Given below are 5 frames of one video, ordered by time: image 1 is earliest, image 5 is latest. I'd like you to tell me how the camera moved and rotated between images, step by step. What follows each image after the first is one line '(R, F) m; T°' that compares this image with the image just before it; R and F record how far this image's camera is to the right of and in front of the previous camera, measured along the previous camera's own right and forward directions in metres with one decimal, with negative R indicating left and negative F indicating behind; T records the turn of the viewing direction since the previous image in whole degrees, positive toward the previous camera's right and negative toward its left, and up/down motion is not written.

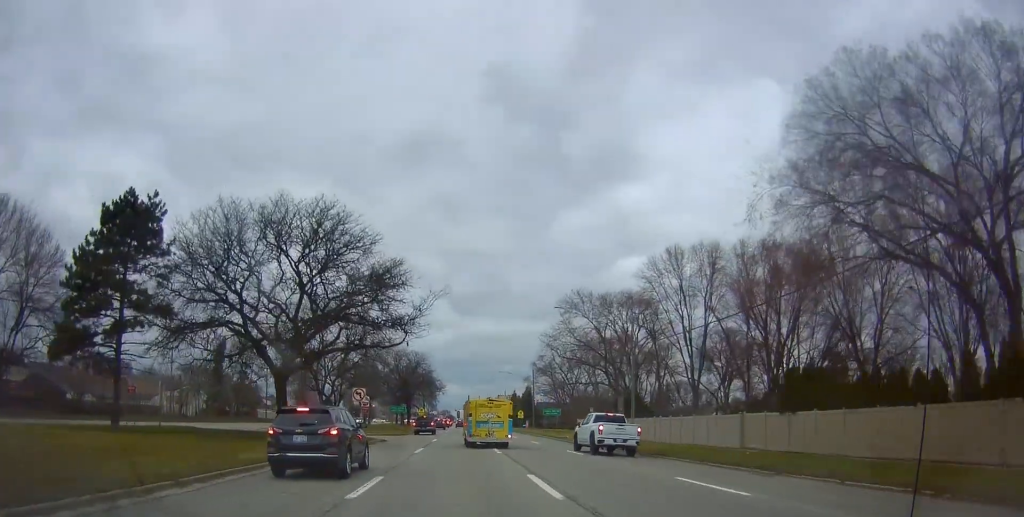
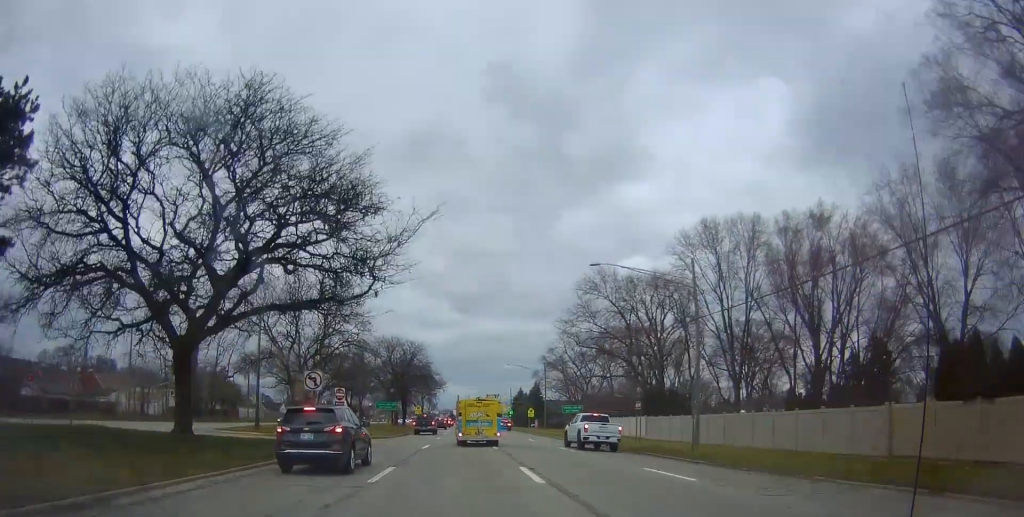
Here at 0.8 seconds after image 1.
(+0.2, +12.7) m; +1°
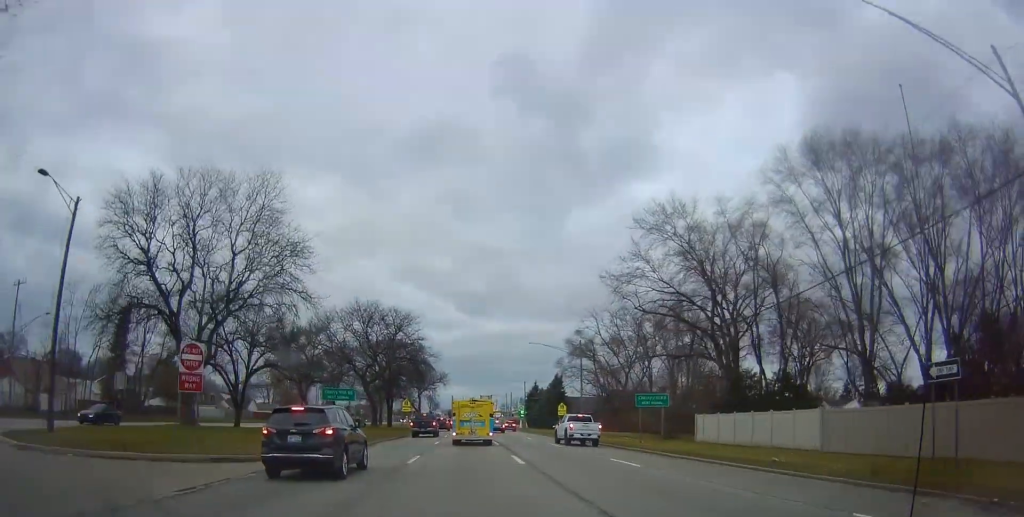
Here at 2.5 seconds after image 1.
(-0.2, +25.6) m; -2°
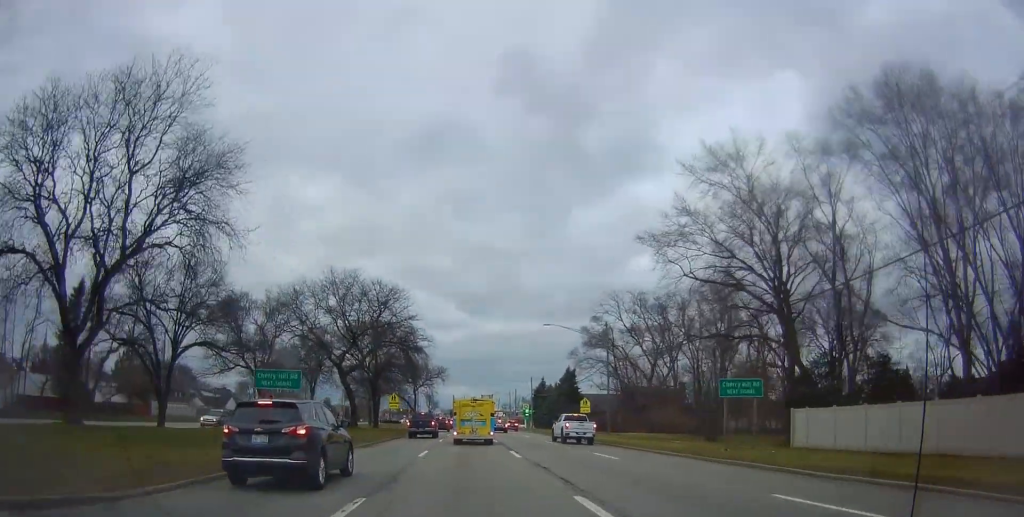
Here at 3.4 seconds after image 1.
(-0.2, +12.8) m; 0°
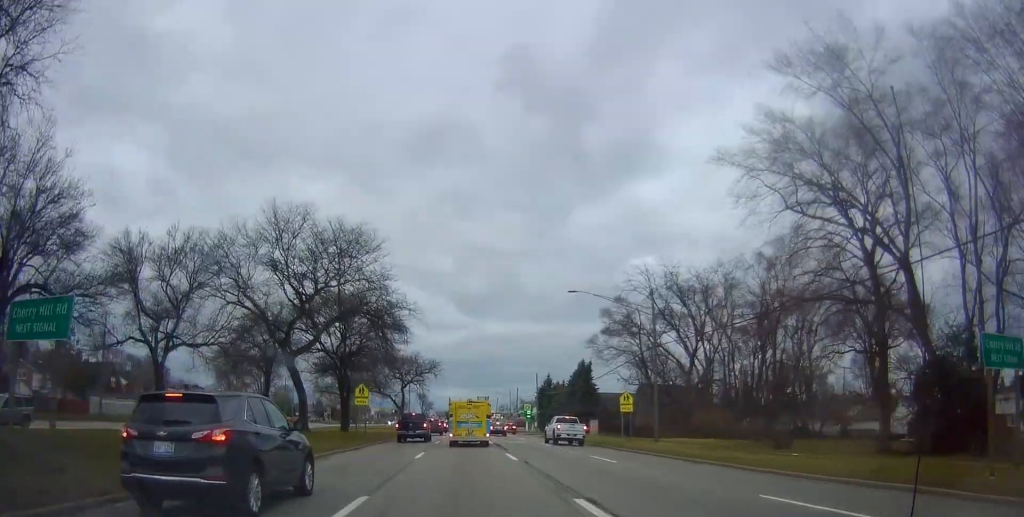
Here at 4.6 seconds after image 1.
(0.0, +16.9) m; -1°
